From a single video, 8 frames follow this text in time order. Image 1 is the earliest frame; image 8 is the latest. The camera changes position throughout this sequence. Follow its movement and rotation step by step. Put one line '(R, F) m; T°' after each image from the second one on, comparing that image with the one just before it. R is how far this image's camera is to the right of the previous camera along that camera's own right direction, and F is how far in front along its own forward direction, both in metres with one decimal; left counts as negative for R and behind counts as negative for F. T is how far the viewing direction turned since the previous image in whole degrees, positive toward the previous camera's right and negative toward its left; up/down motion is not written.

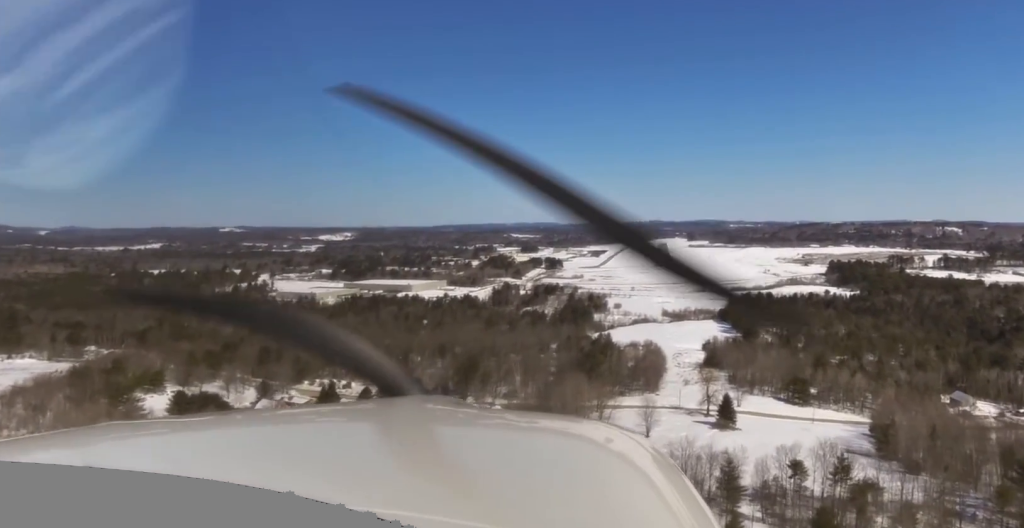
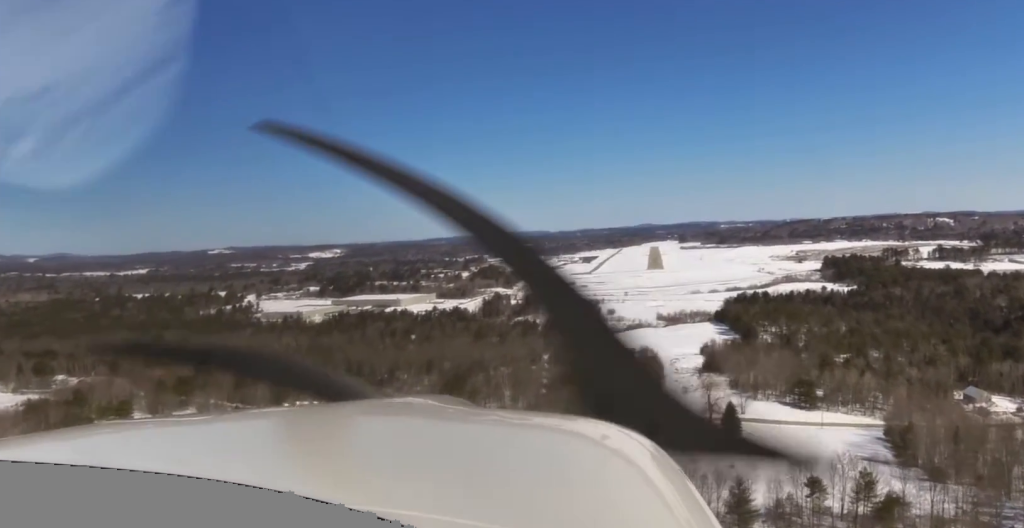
(+0.1, +17.8) m; 0°
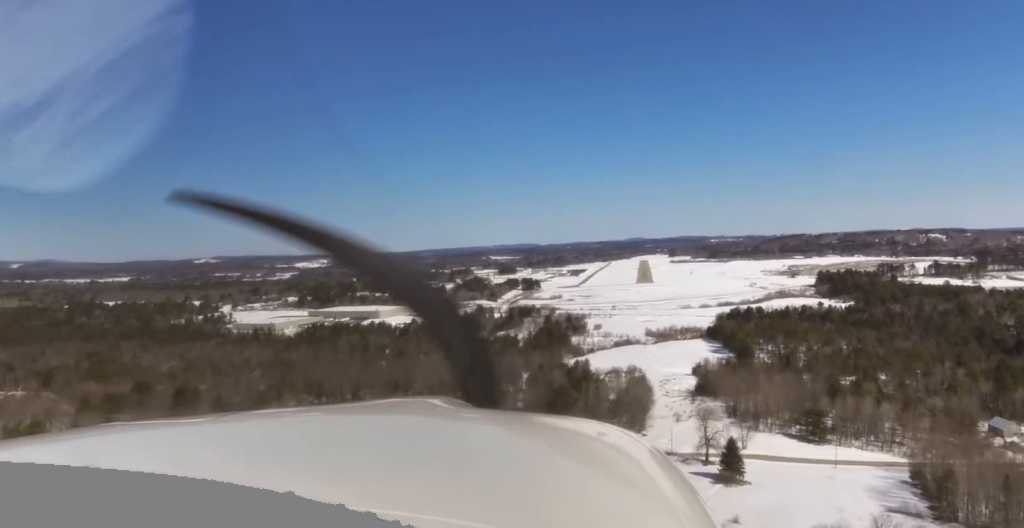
(-0.1, +35.6) m; -1°
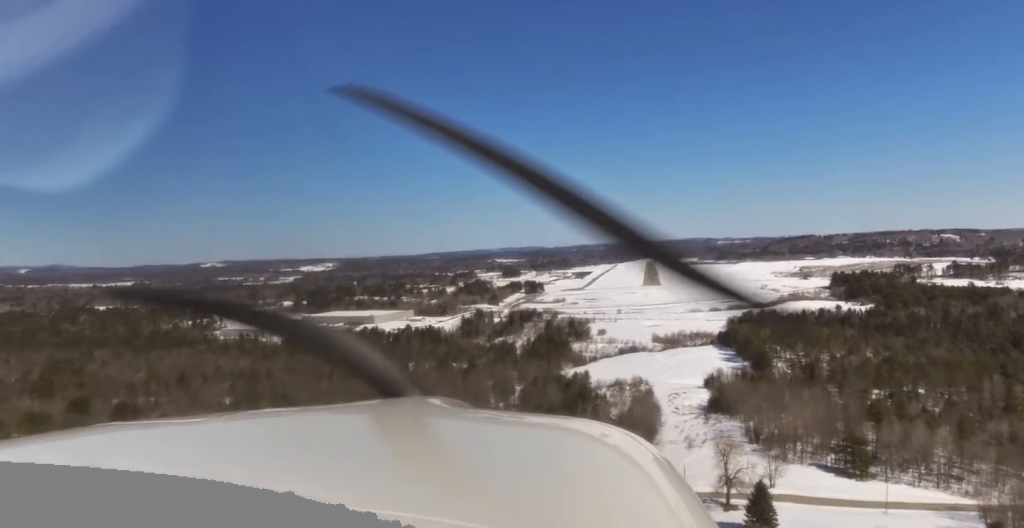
(-0.8, +42.8) m; -1°
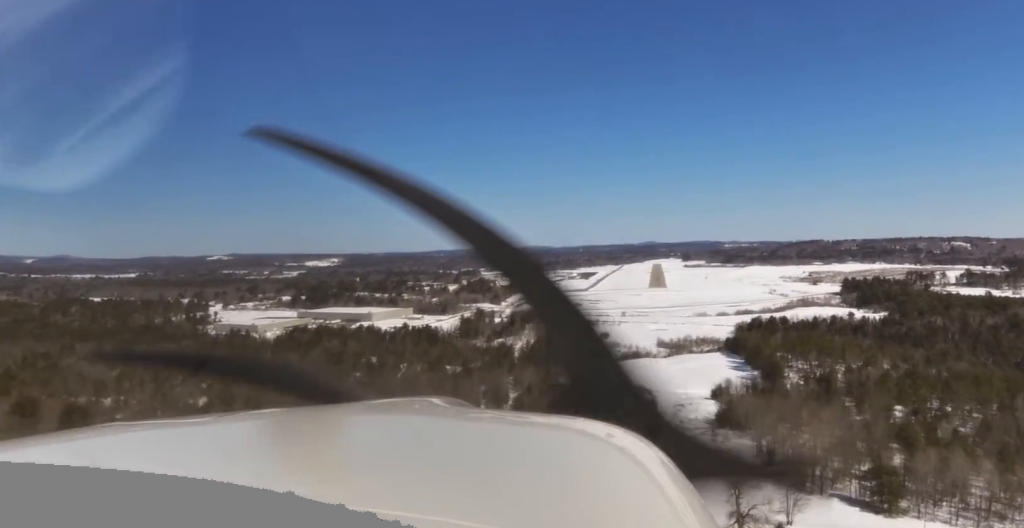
(-0.2, +26.1) m; 0°
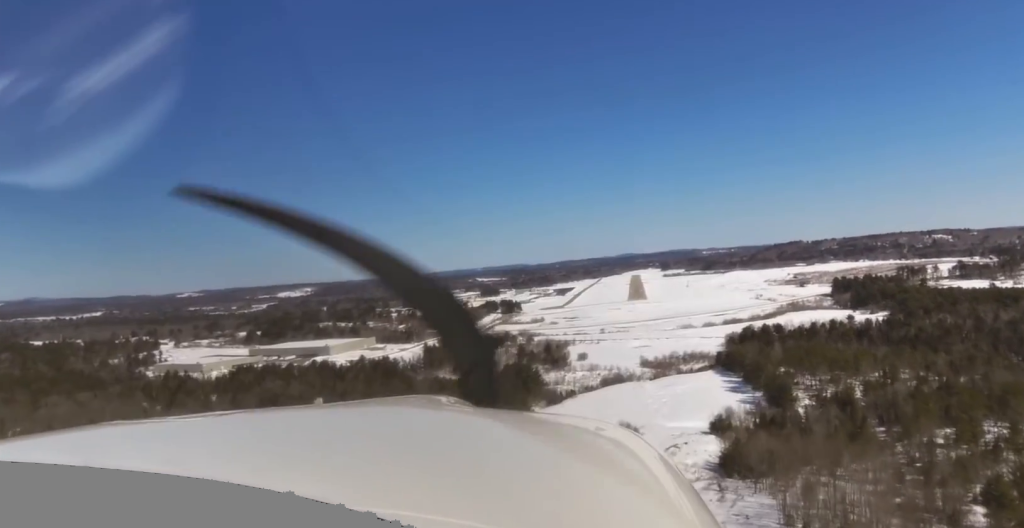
(-0.1, +65.3) m; 0°
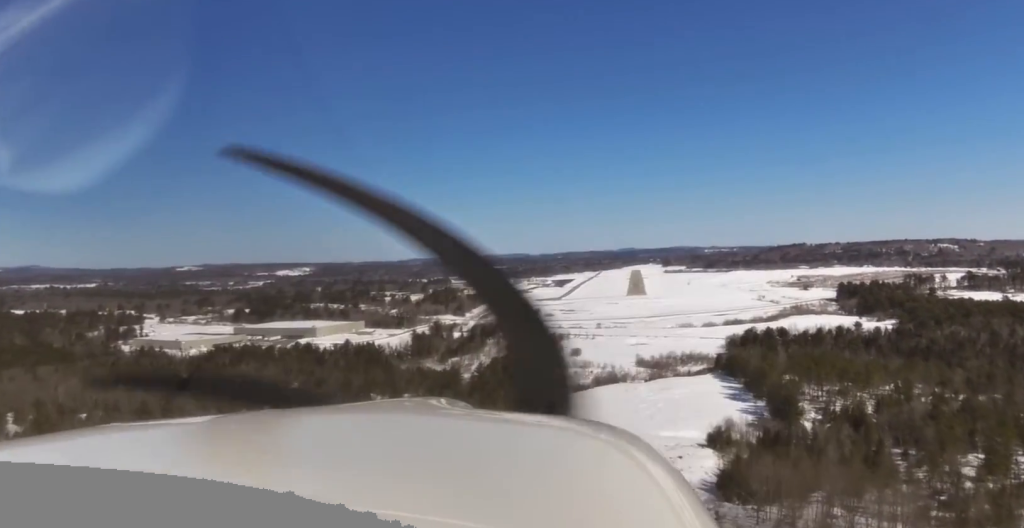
(+0.3, +28.5) m; +1°
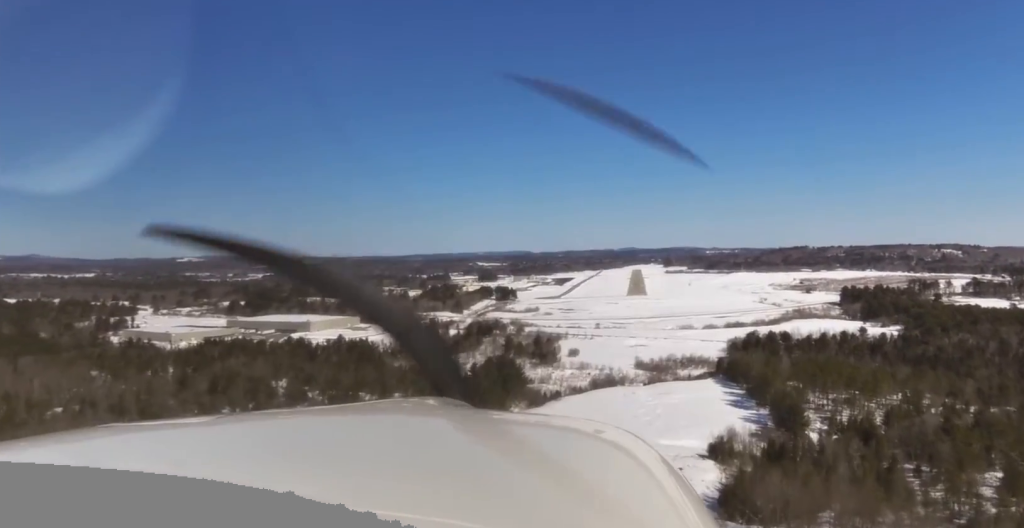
(+0.1, +14.2) m; 0°
